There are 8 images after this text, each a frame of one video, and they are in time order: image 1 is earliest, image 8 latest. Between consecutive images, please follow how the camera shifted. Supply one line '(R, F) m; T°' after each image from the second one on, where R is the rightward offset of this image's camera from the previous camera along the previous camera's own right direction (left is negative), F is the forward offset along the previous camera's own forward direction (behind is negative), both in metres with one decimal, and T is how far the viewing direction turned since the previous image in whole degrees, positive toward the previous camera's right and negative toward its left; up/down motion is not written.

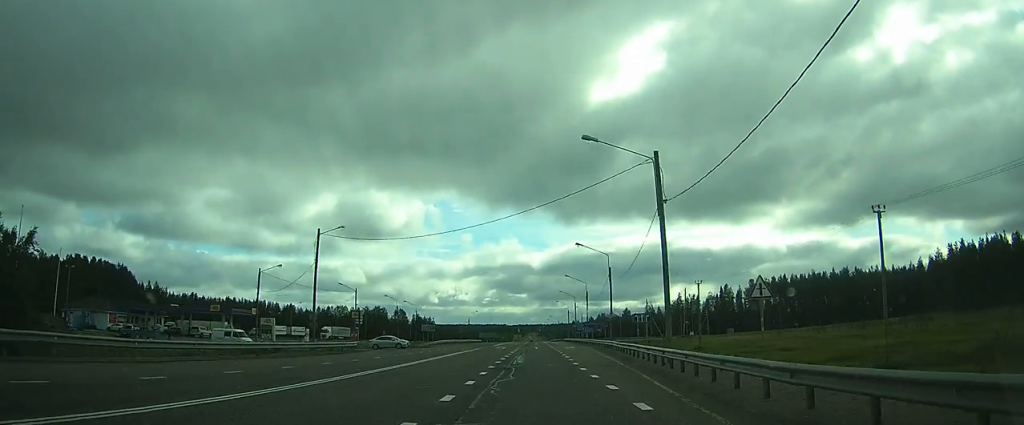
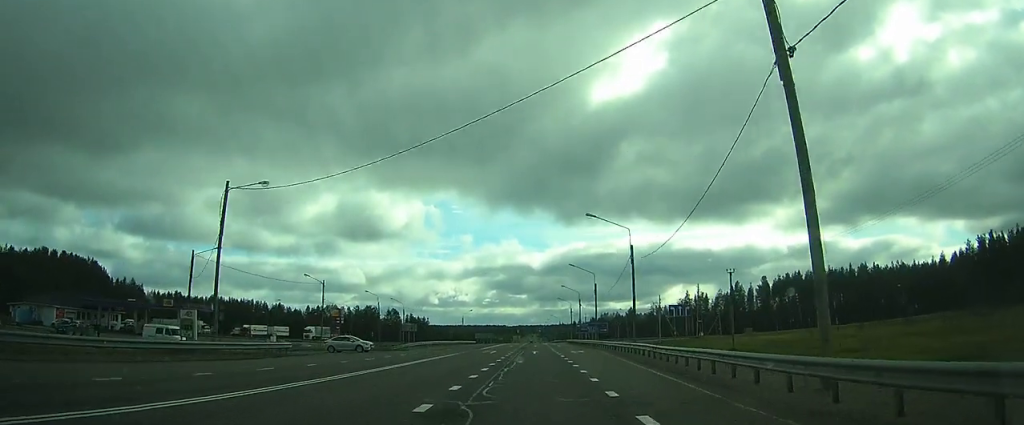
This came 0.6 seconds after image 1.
(+0.1, +13.8) m; -1°
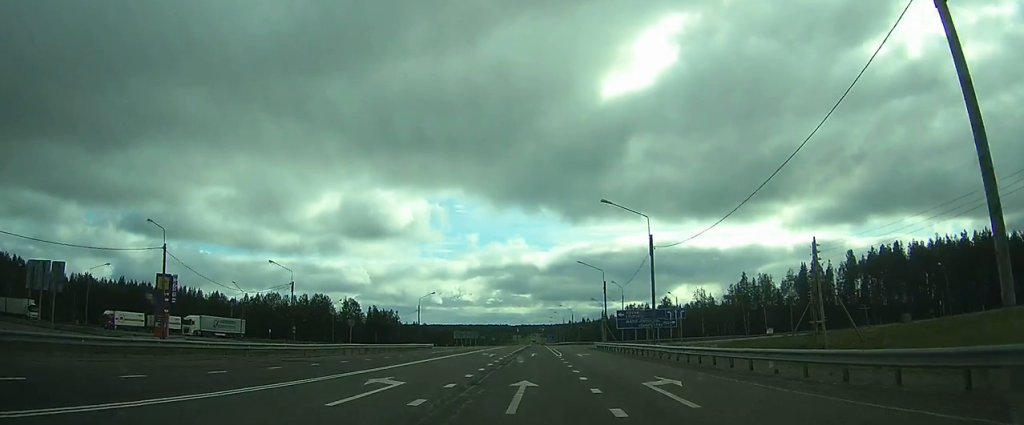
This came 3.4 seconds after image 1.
(-1.6, +62.2) m; -2°
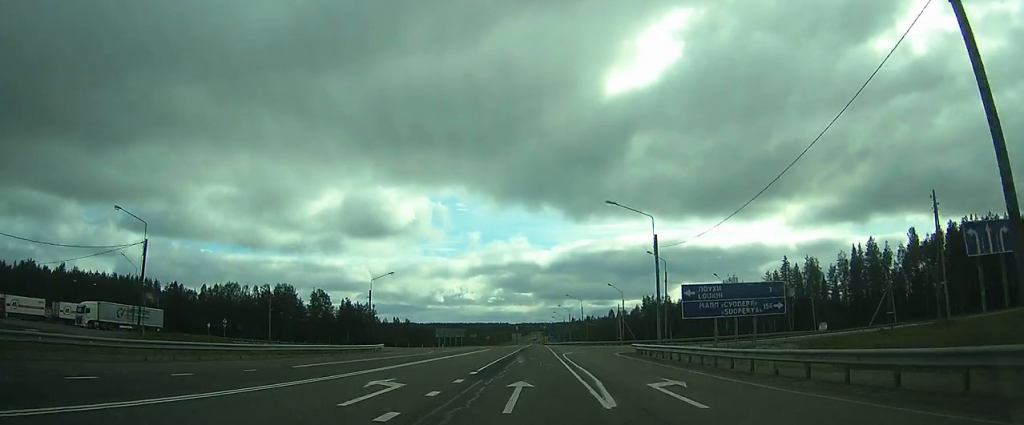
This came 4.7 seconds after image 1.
(-0.3, +29.9) m; -1°
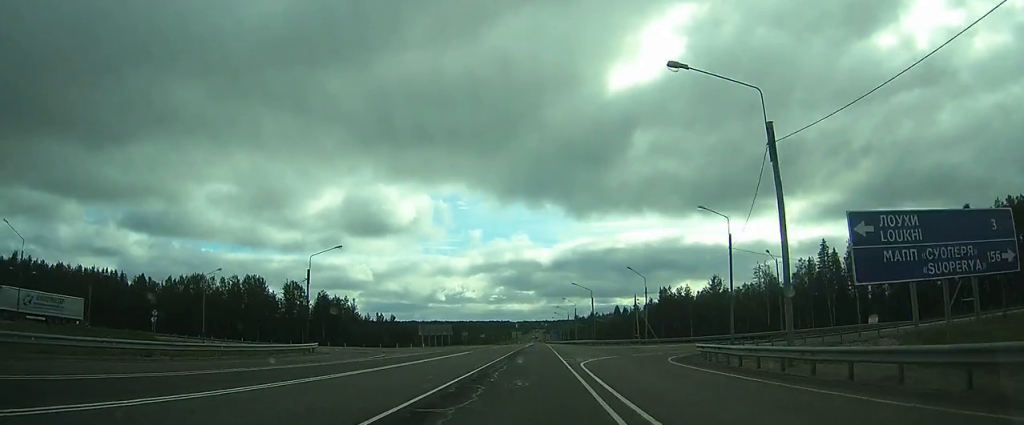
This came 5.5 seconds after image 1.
(0.0, +20.3) m; +1°
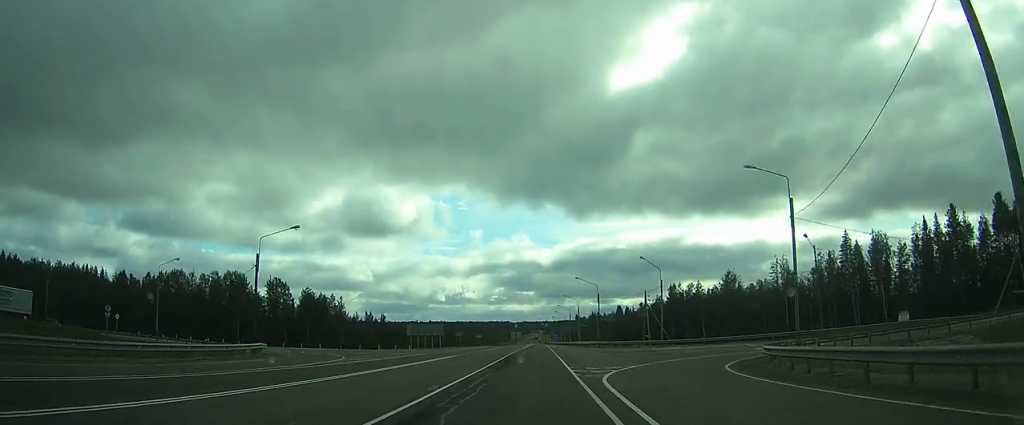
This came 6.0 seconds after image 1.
(+0.1, +10.3) m; +1°
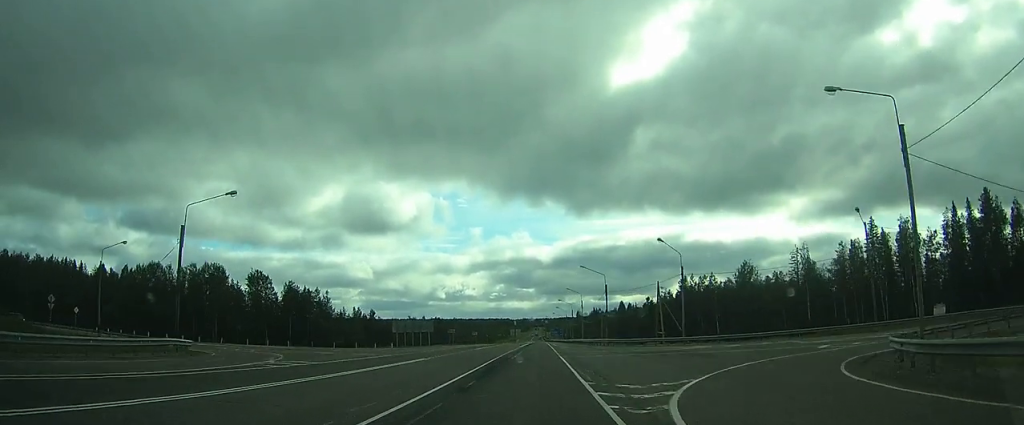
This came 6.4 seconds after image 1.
(0.0, +10.3) m; +1°
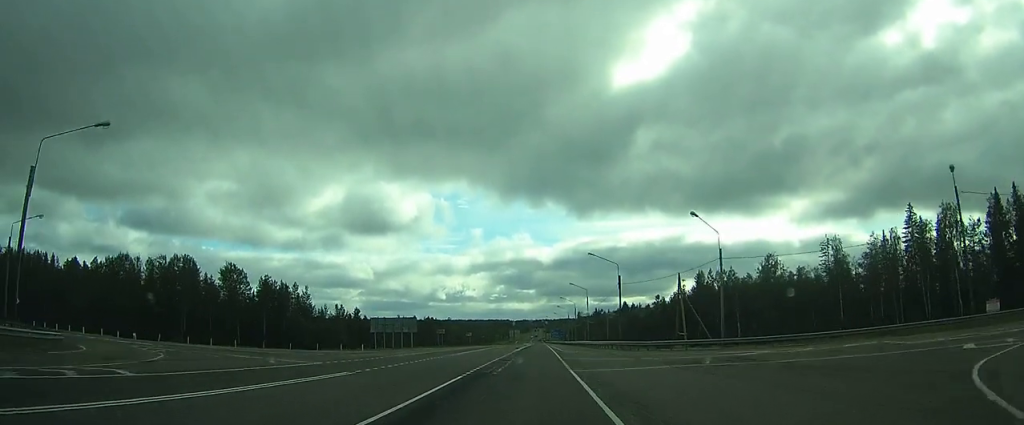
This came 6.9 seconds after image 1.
(+0.1, +12.7) m; 0°
